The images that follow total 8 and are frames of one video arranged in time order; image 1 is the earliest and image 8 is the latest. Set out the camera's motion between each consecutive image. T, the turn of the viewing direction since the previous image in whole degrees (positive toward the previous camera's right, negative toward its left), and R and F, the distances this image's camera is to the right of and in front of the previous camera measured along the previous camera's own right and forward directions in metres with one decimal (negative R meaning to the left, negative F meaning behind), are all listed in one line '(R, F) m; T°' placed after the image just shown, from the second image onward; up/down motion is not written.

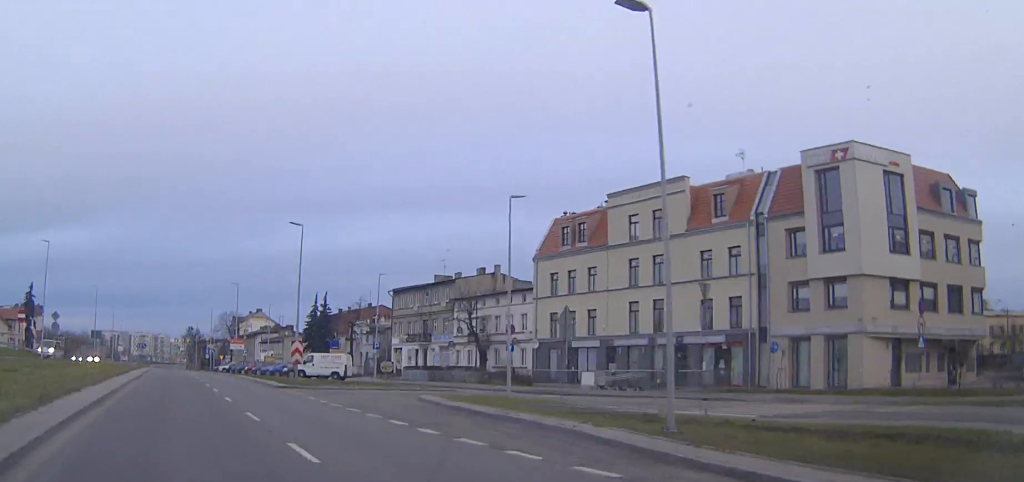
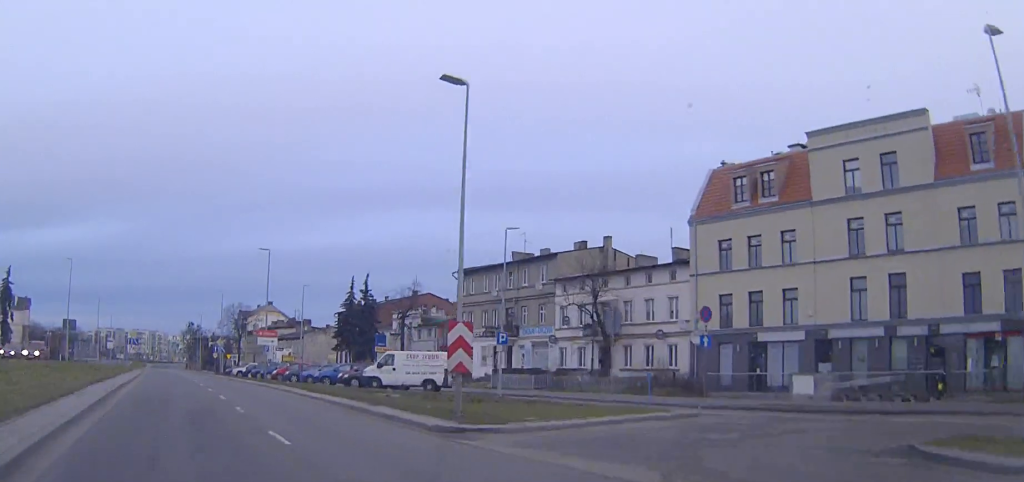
(0.0, +21.5) m; 0°
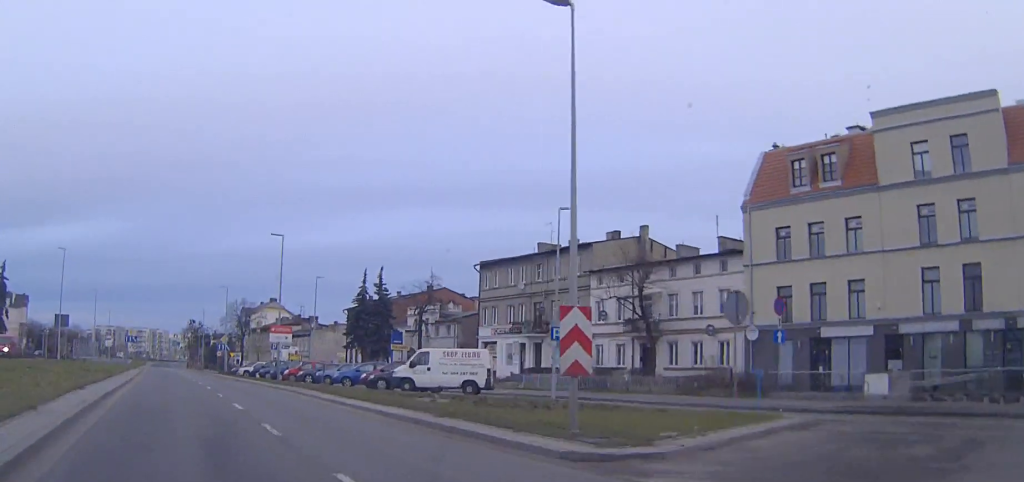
(0.0, +5.0) m; 0°
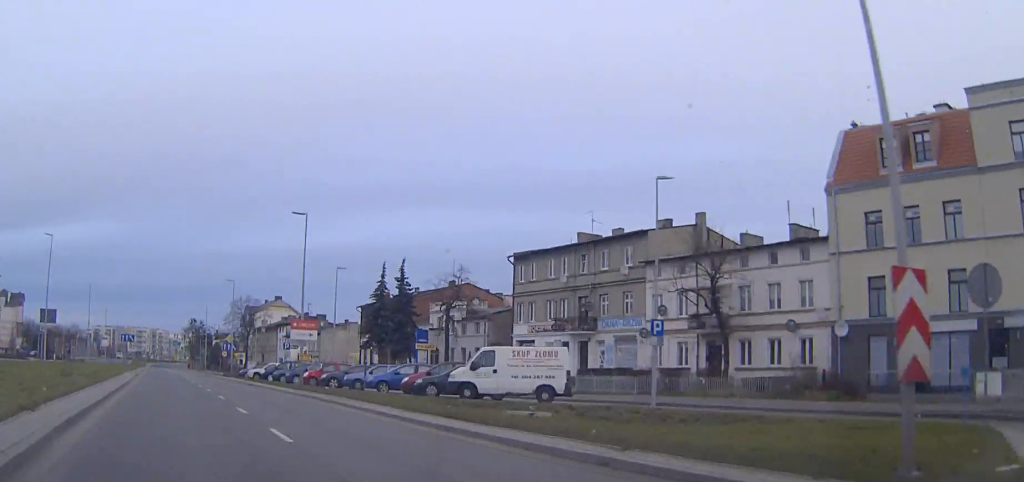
(0.0, +6.8) m; 0°
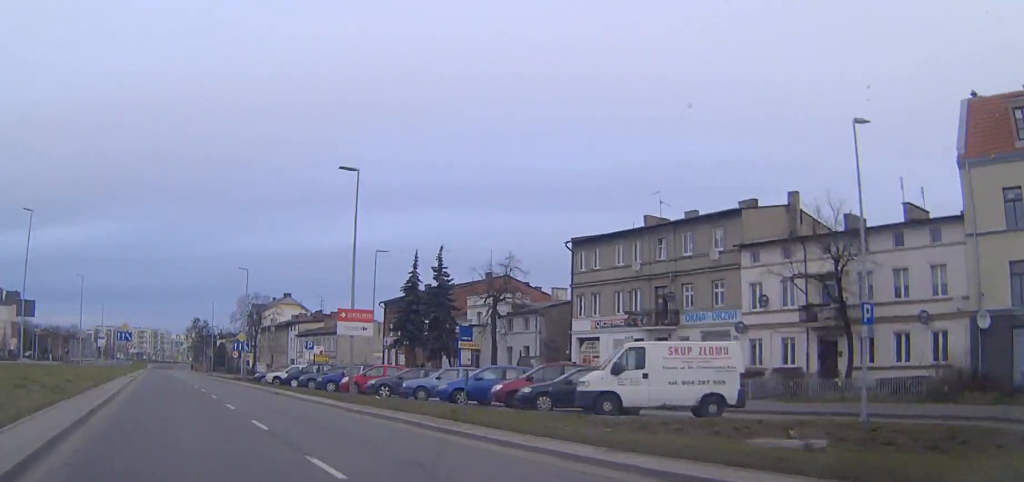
(+0.1, +9.1) m; 0°
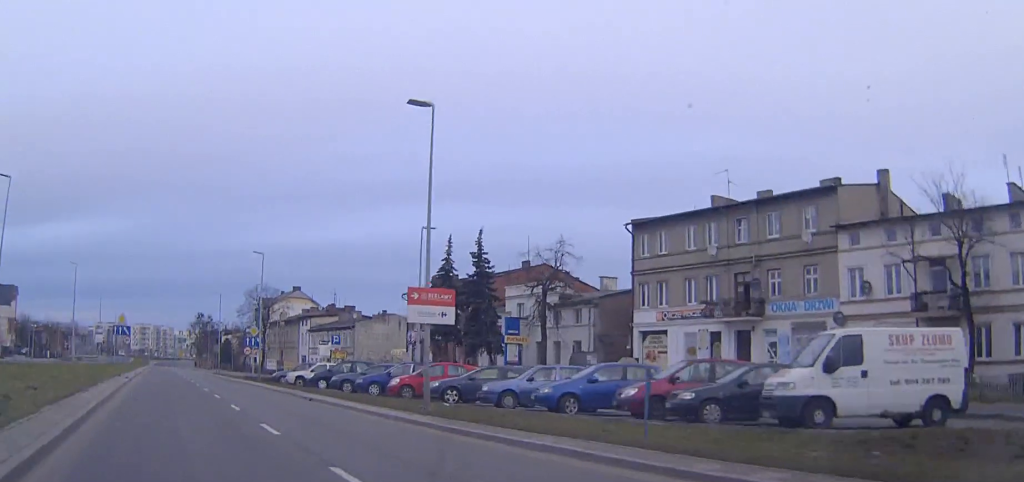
(0.0, +7.3) m; 0°
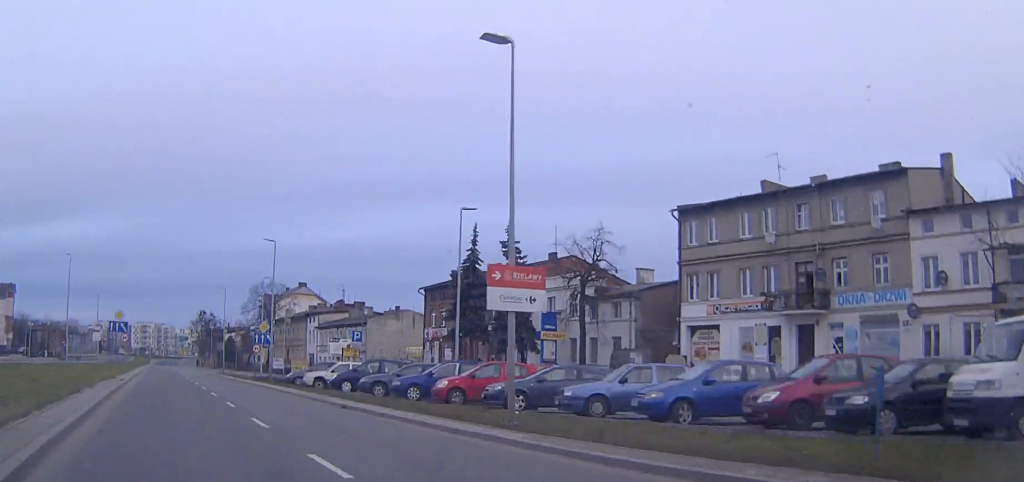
(0.0, +4.8) m; 0°
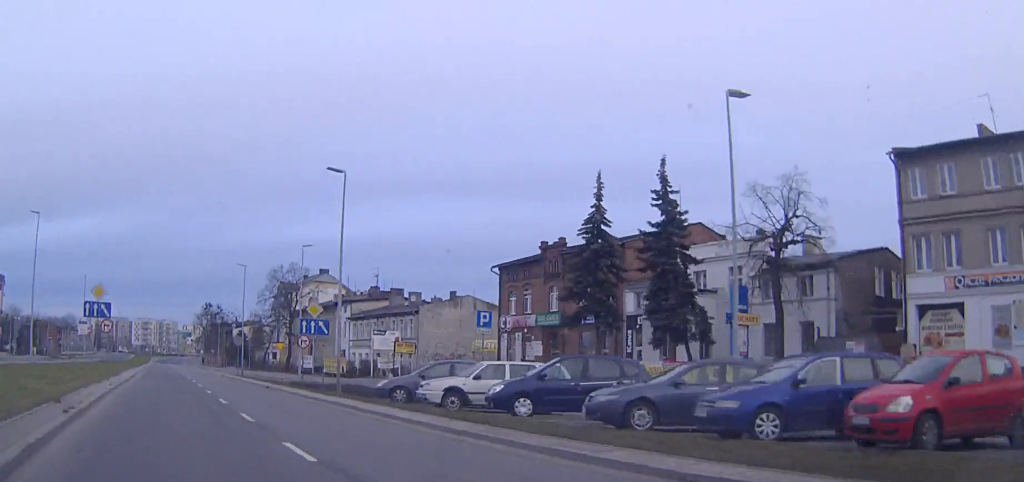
(-0.1, +16.5) m; -1°
